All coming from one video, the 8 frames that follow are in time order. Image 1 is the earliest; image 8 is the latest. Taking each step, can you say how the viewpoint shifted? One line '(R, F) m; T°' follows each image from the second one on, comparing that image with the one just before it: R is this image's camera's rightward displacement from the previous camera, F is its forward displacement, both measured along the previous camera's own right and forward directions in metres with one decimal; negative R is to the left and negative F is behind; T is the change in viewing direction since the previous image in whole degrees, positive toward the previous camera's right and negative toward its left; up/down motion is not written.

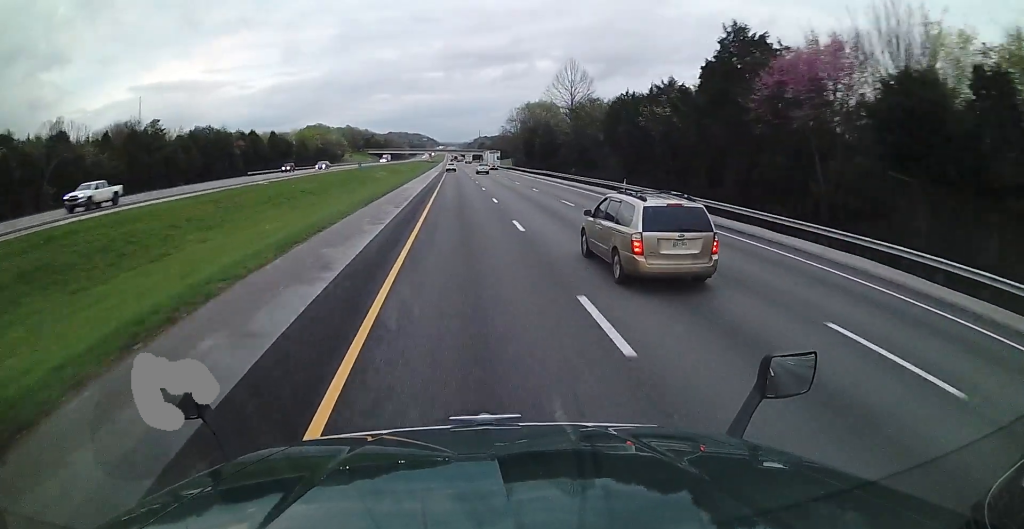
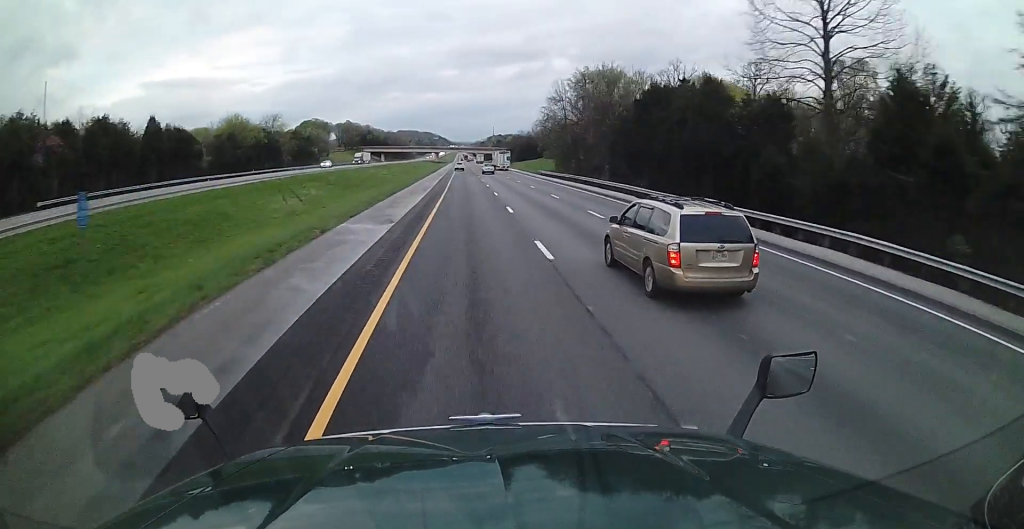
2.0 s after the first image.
(-0.7, +64.4) m; -1°
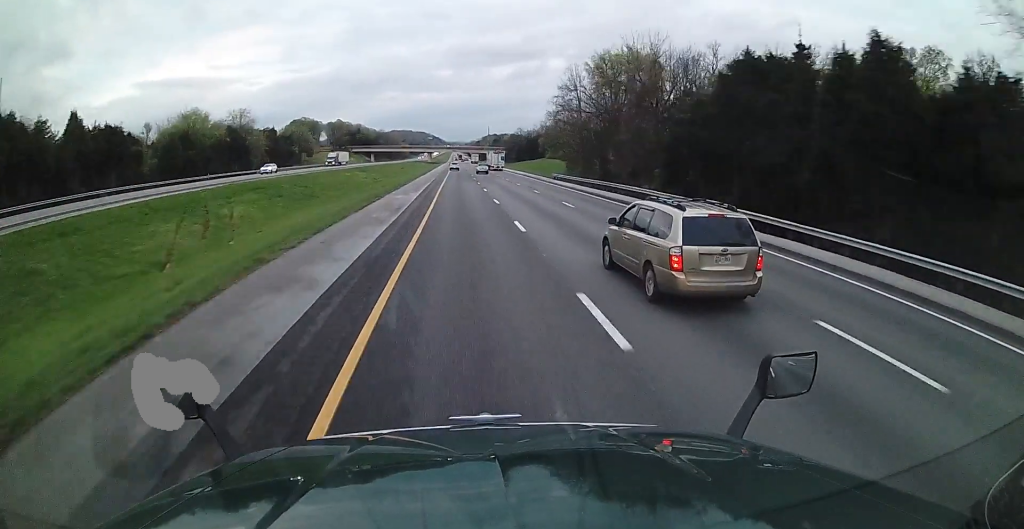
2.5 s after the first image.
(0.0, +18.7) m; 0°
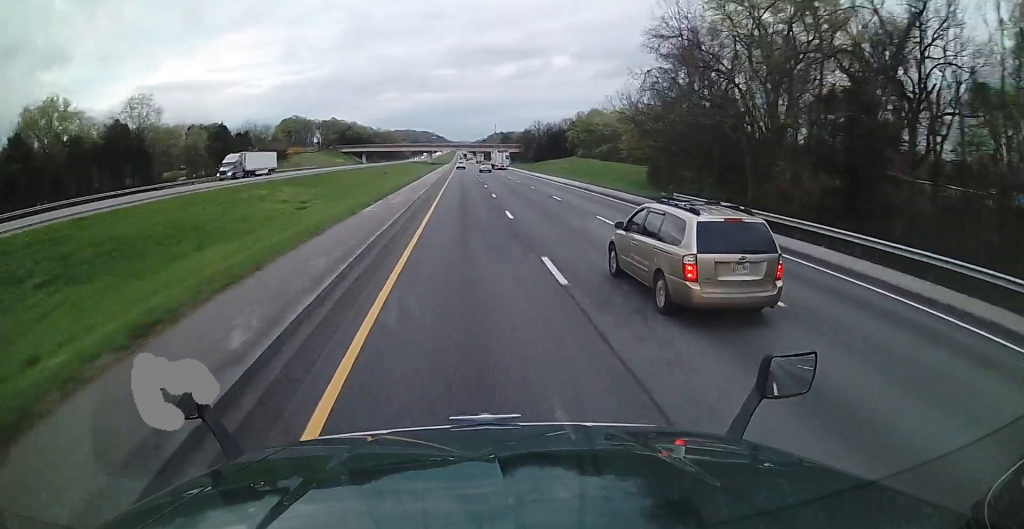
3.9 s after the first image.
(0.0, +44.3) m; 0°
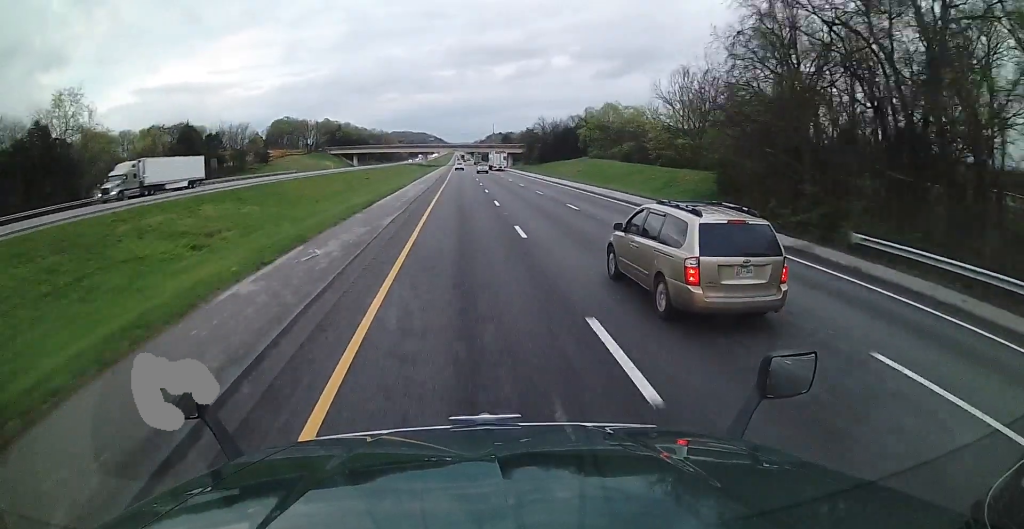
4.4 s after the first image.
(0.0, +17.7) m; 0°
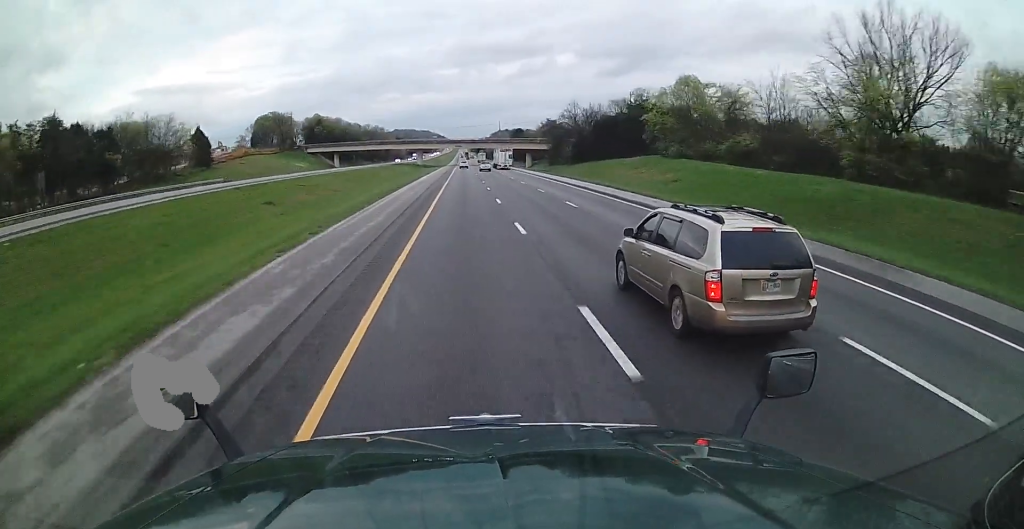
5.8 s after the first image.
(0.0, +47.8) m; 0°
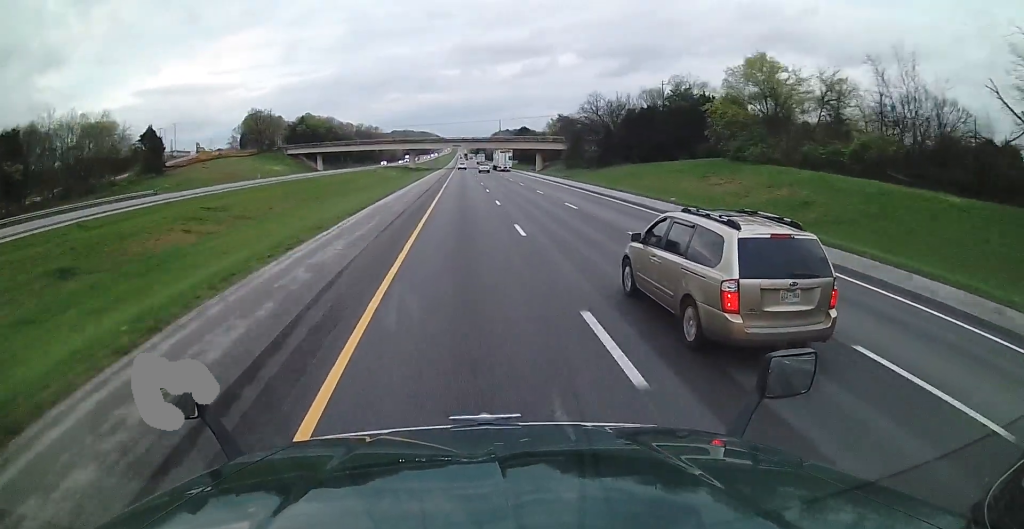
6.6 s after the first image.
(0.0, +24.5) m; 0°
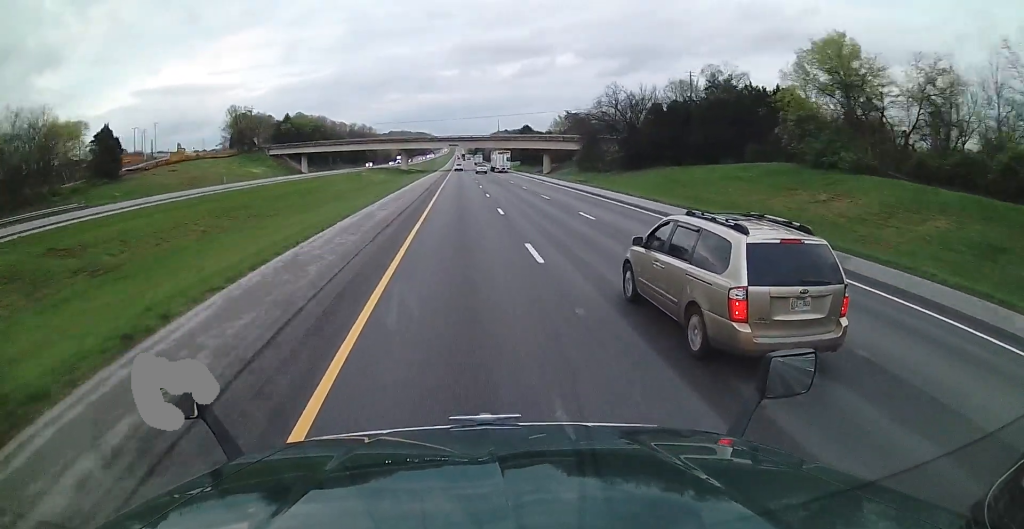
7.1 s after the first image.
(0.0, +16.7) m; 0°
